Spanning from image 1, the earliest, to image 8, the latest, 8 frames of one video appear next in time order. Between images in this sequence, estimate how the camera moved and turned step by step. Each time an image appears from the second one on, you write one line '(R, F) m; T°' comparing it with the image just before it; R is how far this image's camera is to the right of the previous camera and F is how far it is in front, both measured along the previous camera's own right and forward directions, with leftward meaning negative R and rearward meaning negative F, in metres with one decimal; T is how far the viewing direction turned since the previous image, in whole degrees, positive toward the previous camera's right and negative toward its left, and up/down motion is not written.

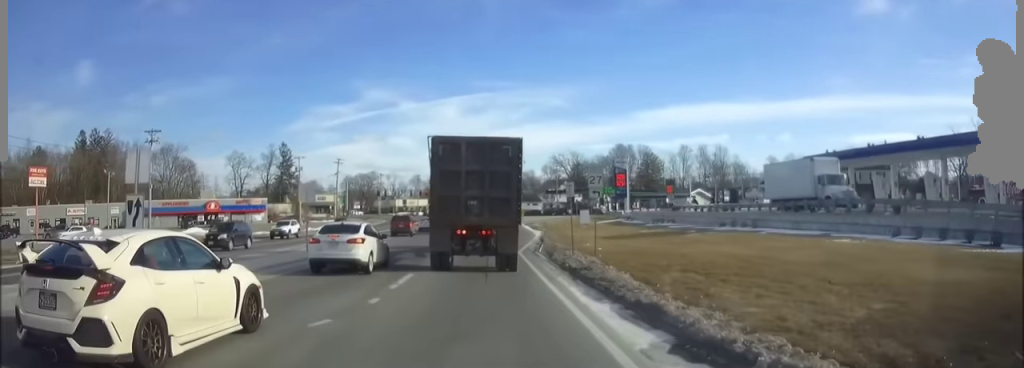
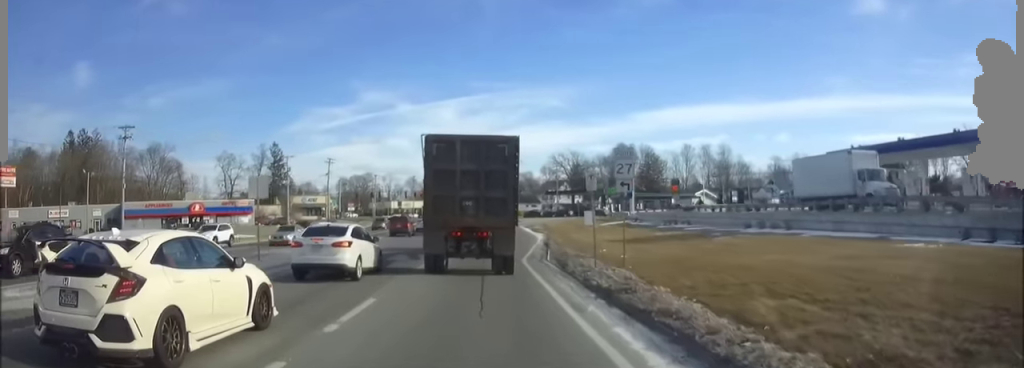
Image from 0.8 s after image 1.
(0.0, +6.3) m; 0°
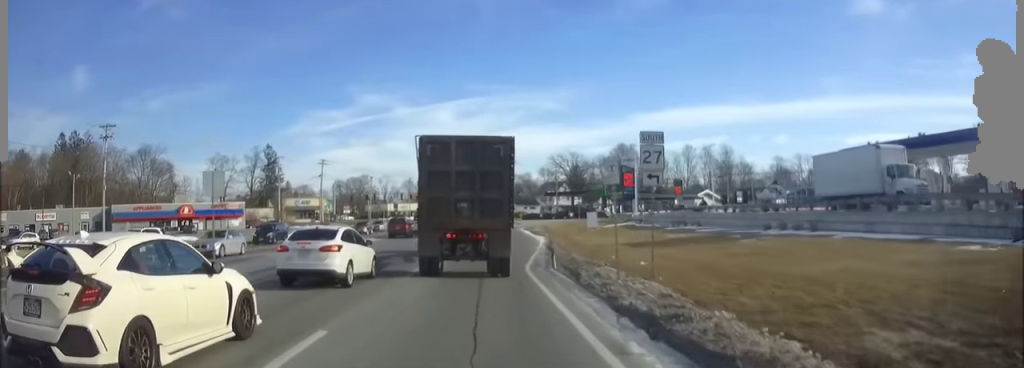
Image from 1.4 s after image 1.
(0.0, +3.6) m; 0°
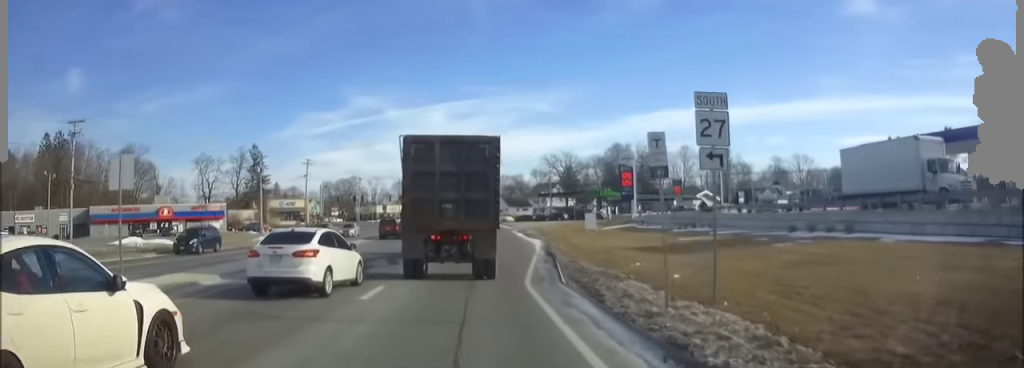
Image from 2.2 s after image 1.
(0.0, +5.0) m; 0°
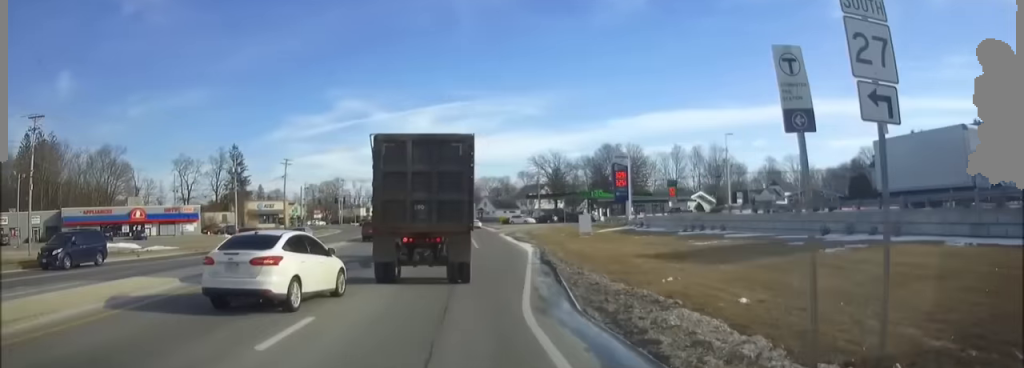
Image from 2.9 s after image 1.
(-0.1, +4.5) m; +1°
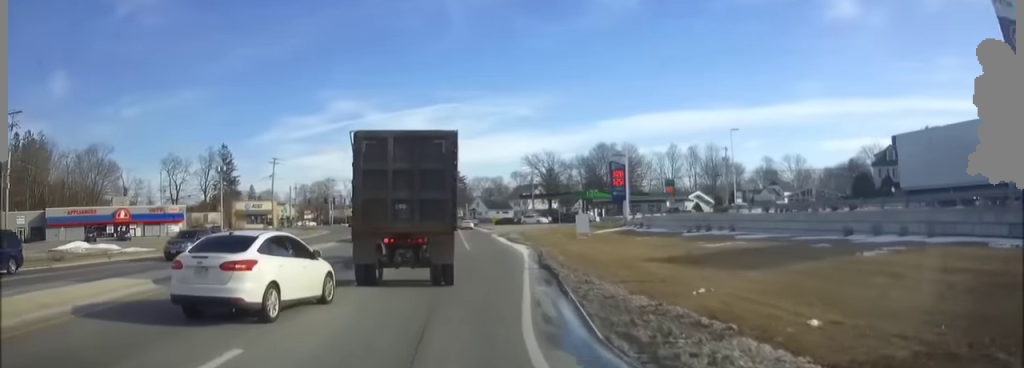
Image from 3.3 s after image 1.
(+0.1, +2.7) m; +1°
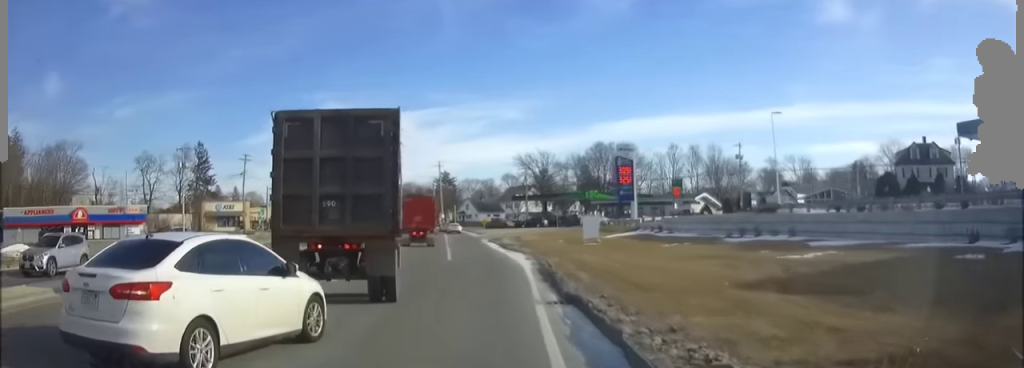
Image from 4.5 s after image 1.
(+0.2, +8.1) m; 0°
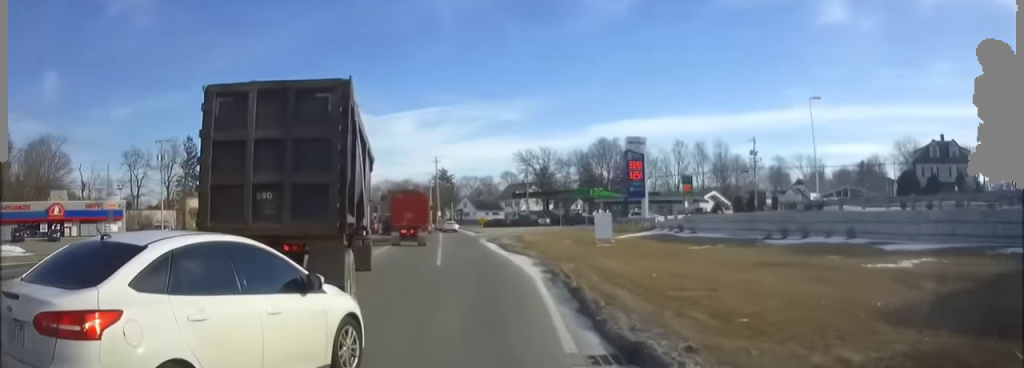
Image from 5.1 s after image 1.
(0.0, +4.3) m; 0°
